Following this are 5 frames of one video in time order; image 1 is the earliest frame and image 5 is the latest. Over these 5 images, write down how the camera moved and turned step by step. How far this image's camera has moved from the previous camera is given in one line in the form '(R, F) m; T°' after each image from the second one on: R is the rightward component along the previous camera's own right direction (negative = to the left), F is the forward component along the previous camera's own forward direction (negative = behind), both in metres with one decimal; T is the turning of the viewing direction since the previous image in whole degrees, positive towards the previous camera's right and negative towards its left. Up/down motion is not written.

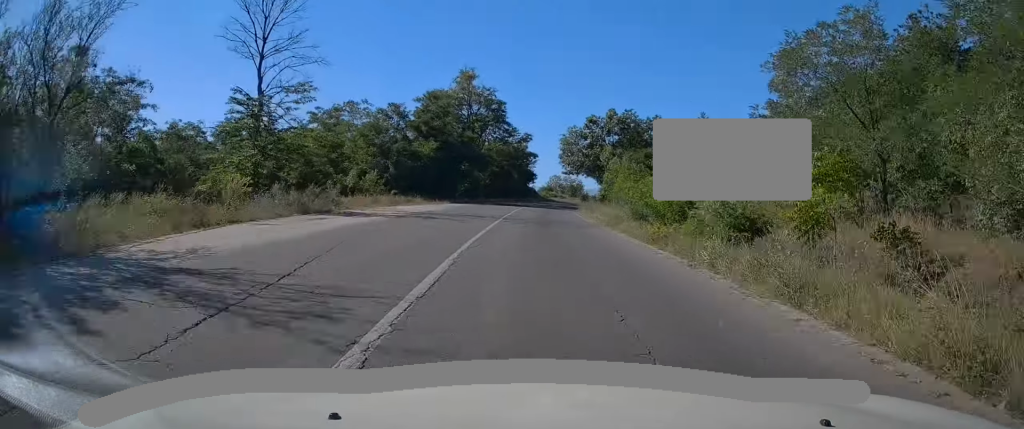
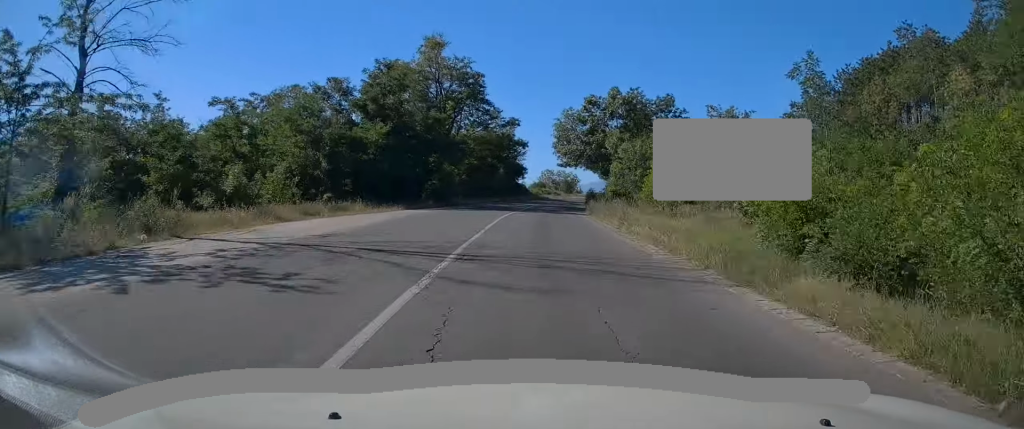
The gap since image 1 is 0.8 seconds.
(+0.1, +15.0) m; +1°
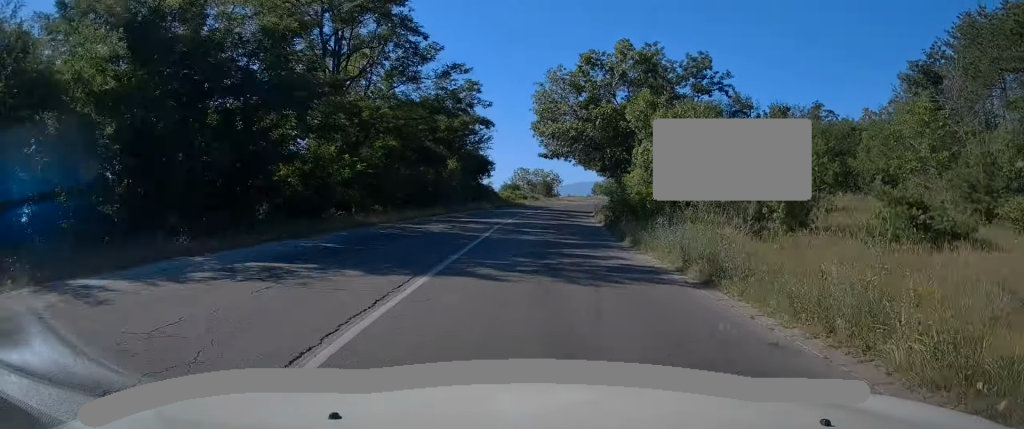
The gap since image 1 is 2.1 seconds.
(+0.6, +25.3) m; +2°
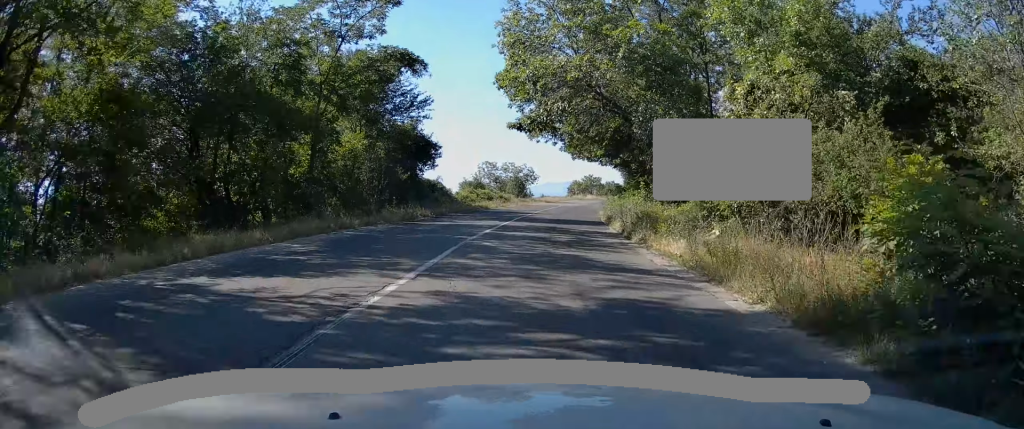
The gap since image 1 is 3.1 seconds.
(+0.3, +20.4) m; +2°
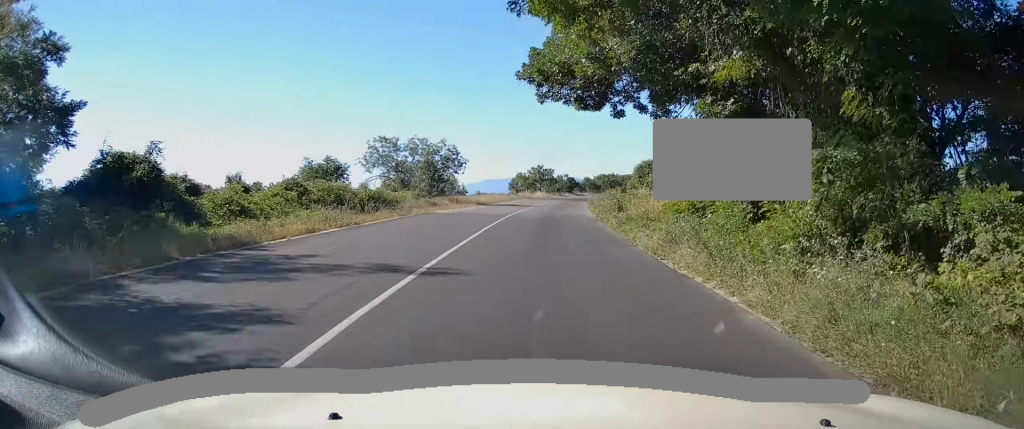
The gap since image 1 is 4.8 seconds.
(+1.3, +31.8) m; +5°
